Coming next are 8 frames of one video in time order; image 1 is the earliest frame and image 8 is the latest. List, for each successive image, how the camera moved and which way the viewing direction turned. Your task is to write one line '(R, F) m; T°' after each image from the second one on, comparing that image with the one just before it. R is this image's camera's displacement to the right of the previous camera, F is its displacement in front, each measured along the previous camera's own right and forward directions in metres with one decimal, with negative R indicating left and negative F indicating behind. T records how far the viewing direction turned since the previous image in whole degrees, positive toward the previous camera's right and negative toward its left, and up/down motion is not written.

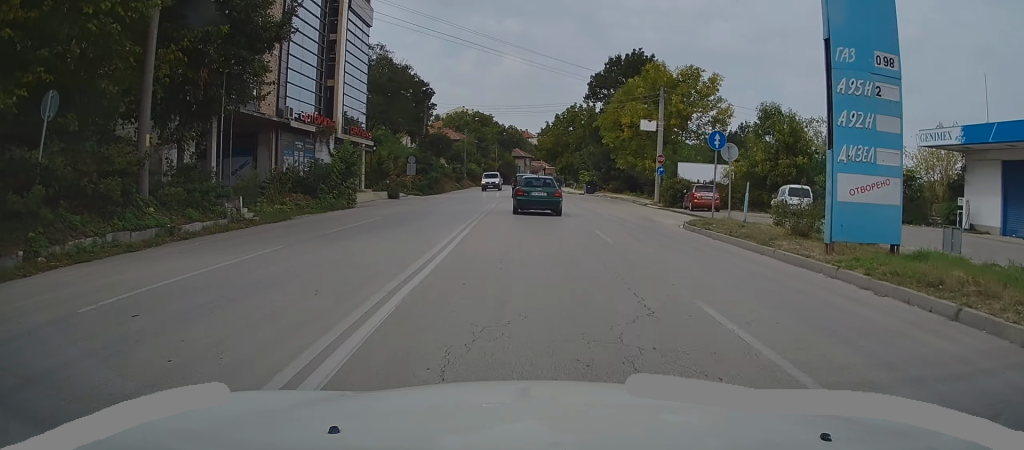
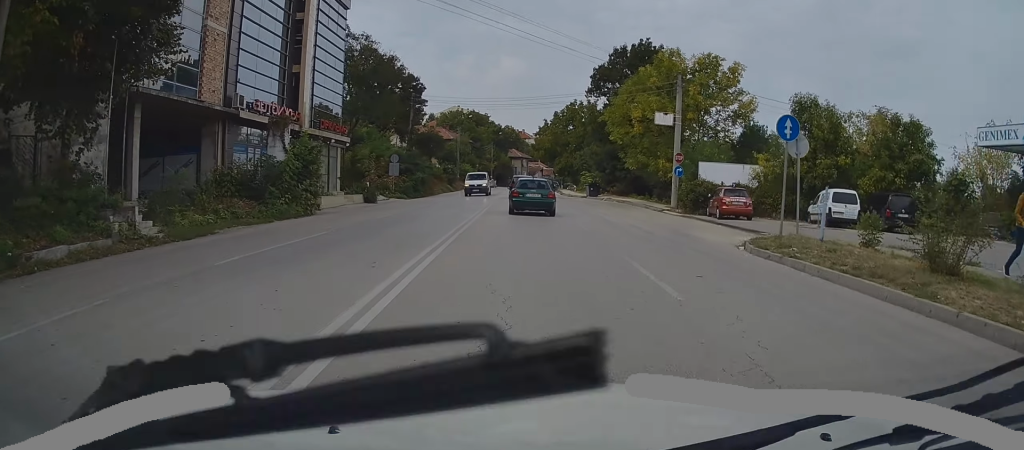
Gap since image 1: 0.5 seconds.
(0.0, +5.8) m; 0°
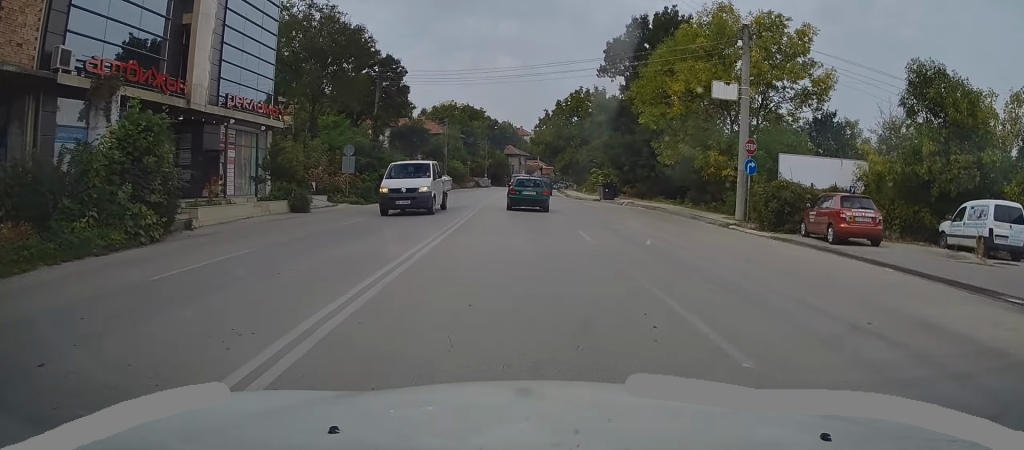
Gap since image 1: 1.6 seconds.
(+0.1, +11.9) m; -1°
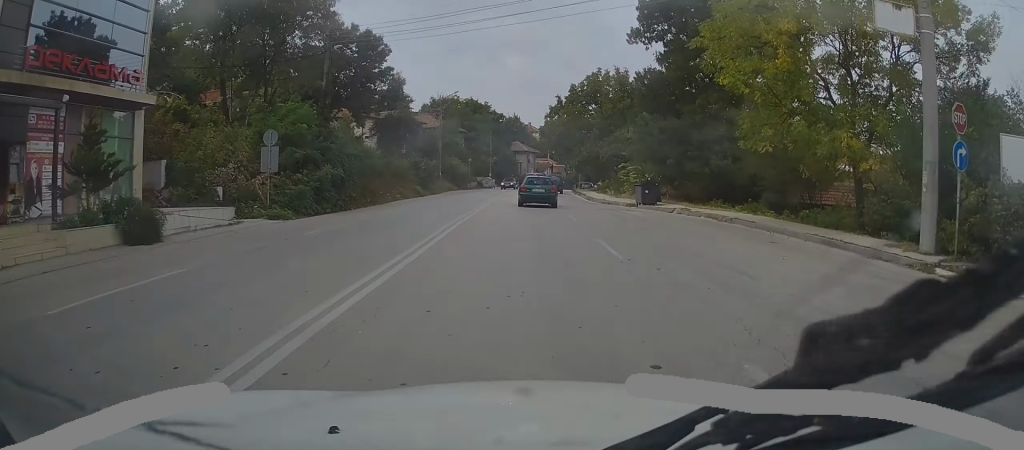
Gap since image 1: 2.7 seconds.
(-0.3, +12.2) m; -1°
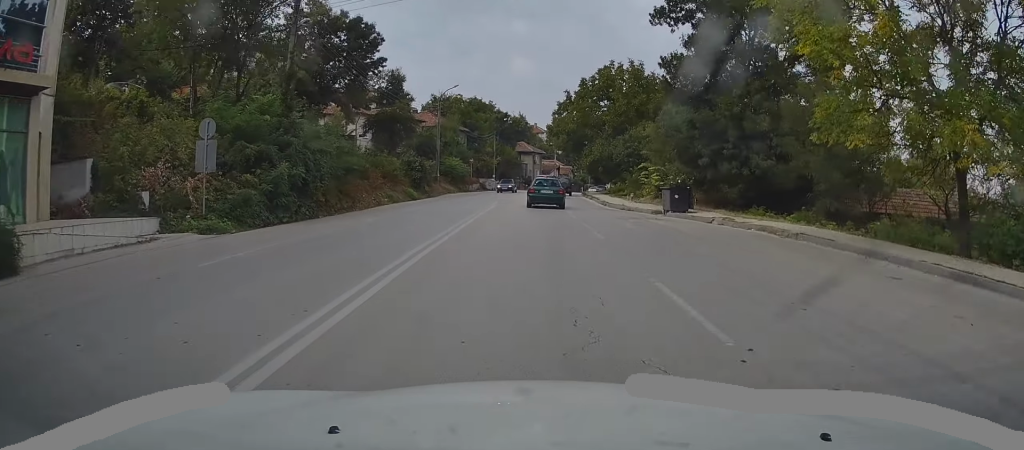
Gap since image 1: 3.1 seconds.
(+0.1, +5.5) m; 0°
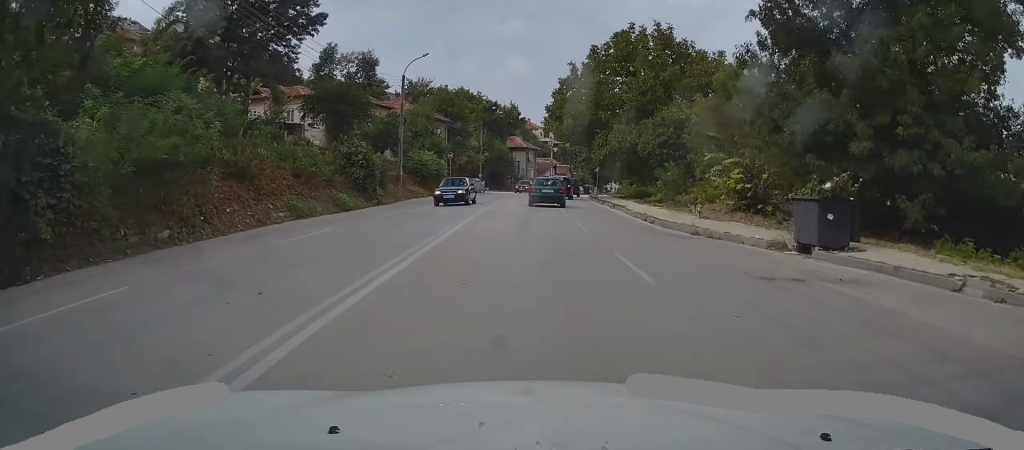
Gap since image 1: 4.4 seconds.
(-0.1, +15.0) m; 0°
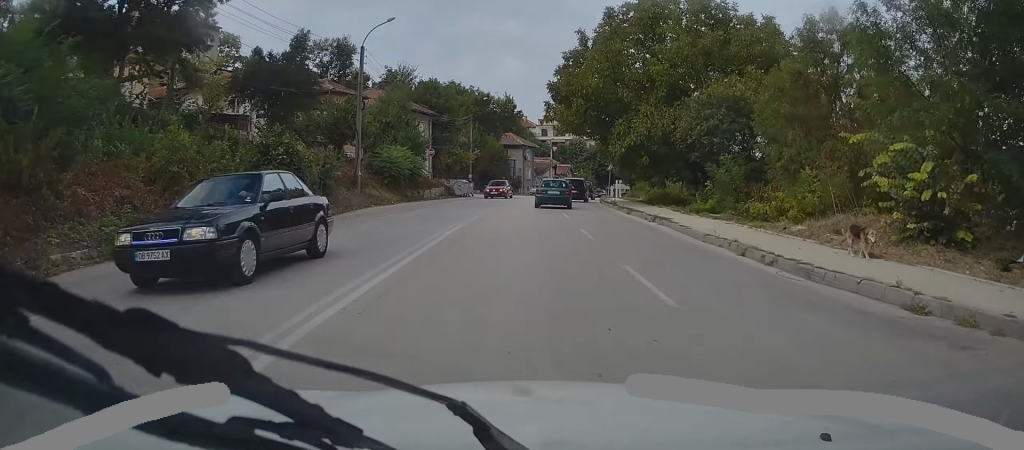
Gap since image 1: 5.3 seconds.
(0.0, +10.7) m; +1°
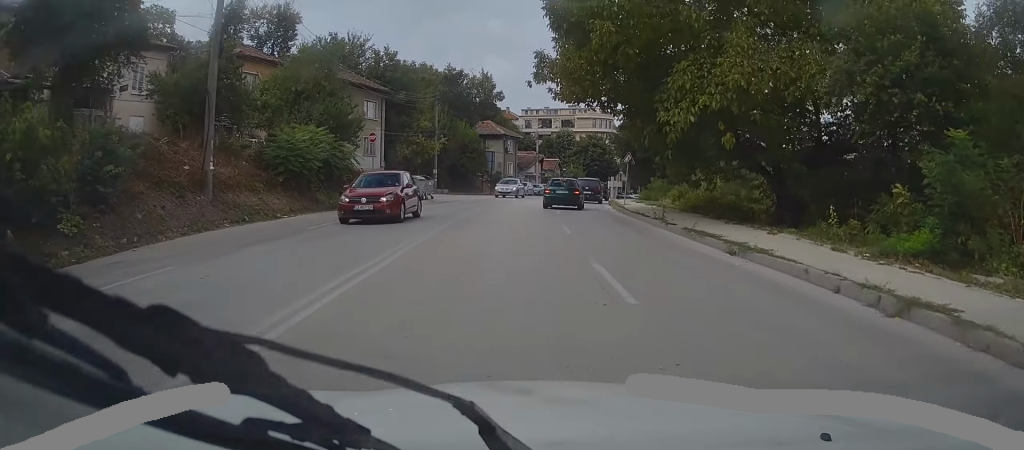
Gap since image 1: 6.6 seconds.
(+0.2, +15.3) m; +2°
